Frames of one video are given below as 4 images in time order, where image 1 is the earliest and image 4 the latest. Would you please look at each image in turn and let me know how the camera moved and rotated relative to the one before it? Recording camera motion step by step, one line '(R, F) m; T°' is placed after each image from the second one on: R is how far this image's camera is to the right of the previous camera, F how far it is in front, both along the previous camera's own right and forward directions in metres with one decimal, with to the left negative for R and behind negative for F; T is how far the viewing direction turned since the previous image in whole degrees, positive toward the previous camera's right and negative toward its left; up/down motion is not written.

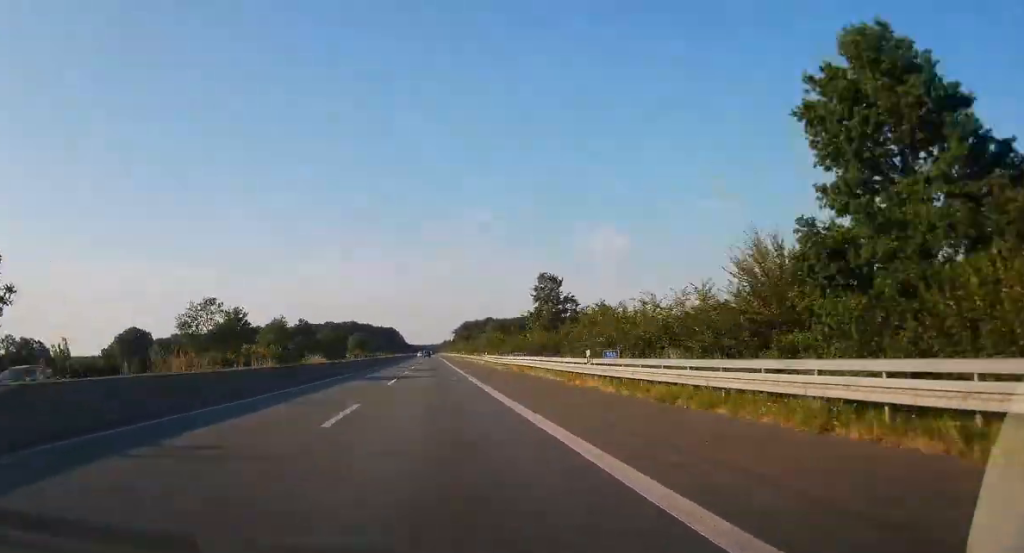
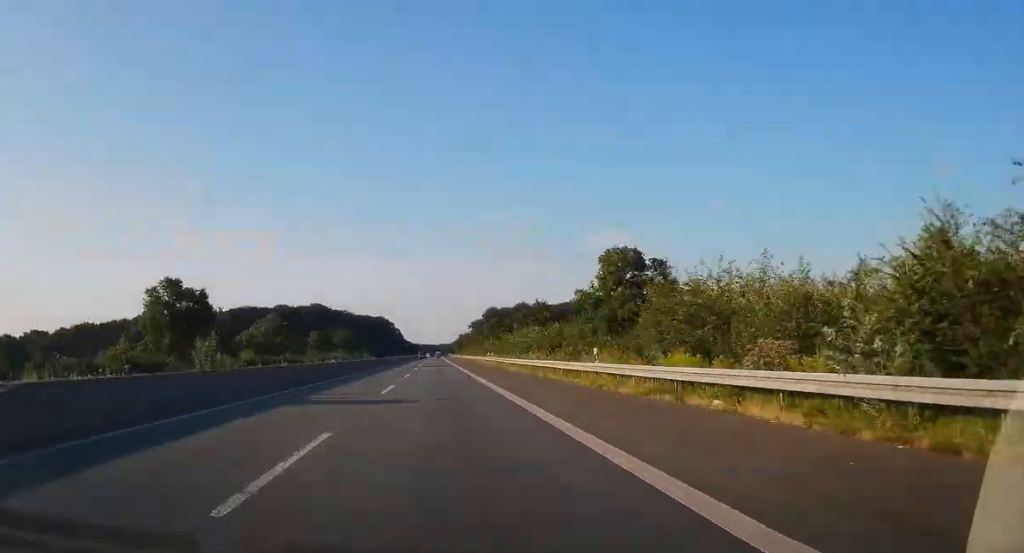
(-1.7, +208.9) m; 0°
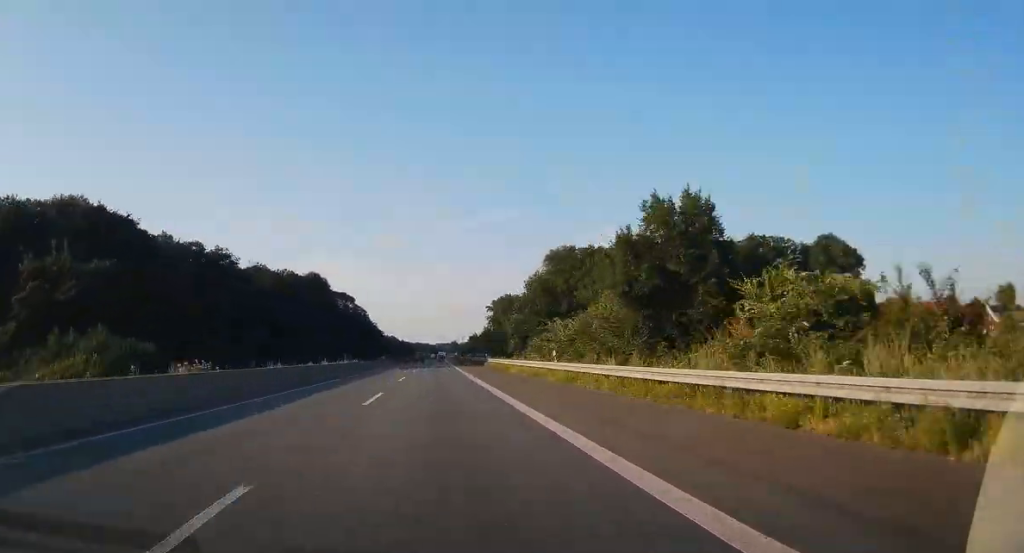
(+0.5, +239.1) m; 0°
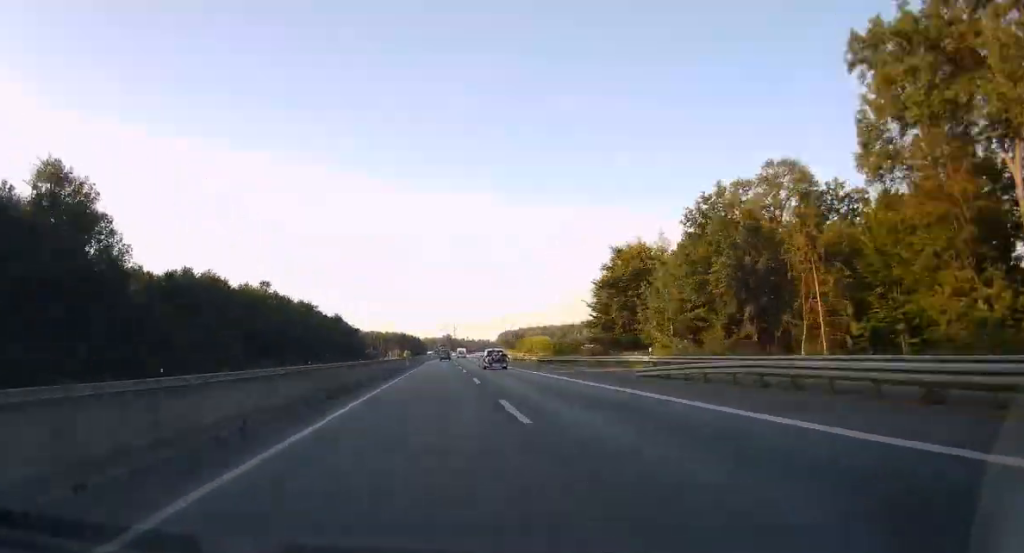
(+1.5, +326.4) m; +1°
